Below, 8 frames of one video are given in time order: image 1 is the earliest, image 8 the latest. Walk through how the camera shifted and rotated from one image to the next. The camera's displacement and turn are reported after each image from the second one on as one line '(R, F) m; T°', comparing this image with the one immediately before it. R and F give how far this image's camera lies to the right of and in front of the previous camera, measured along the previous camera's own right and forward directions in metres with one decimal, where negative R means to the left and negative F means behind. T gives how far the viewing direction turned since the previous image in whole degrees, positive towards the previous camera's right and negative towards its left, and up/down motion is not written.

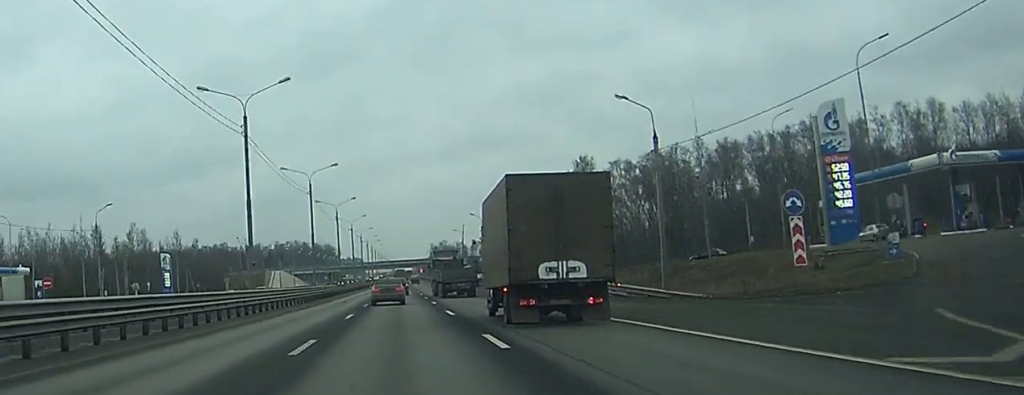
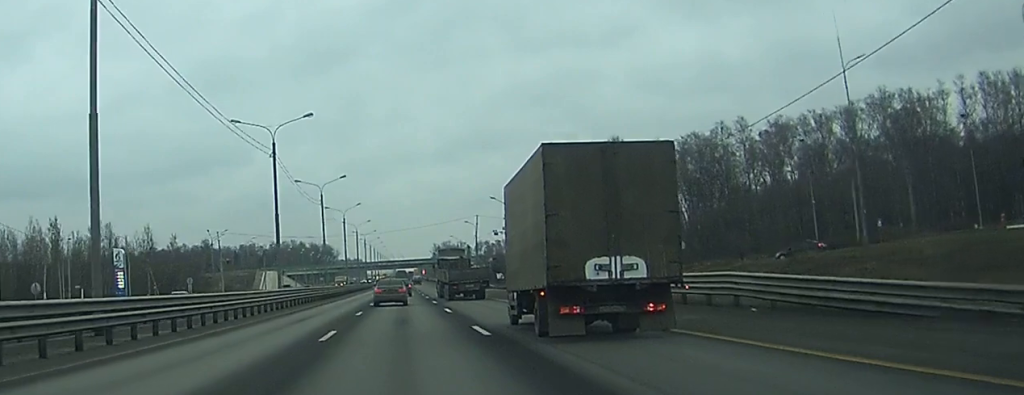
(0.0, +28.5) m; 0°
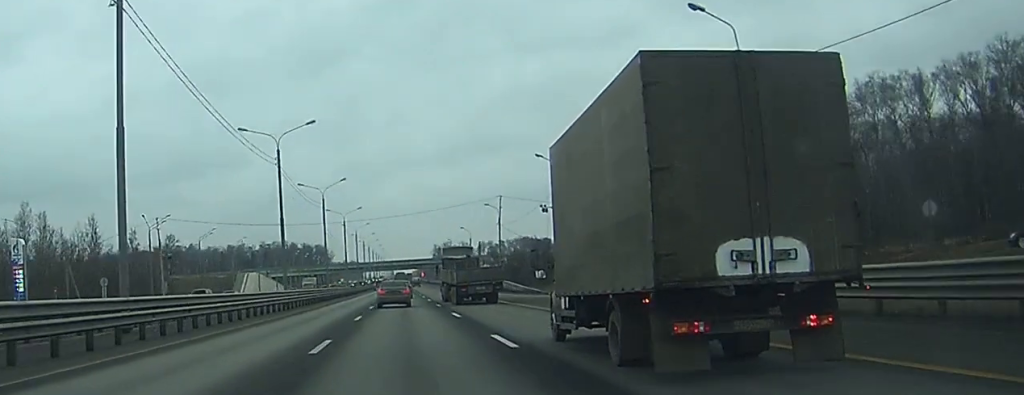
(0.0, +36.4) m; 0°
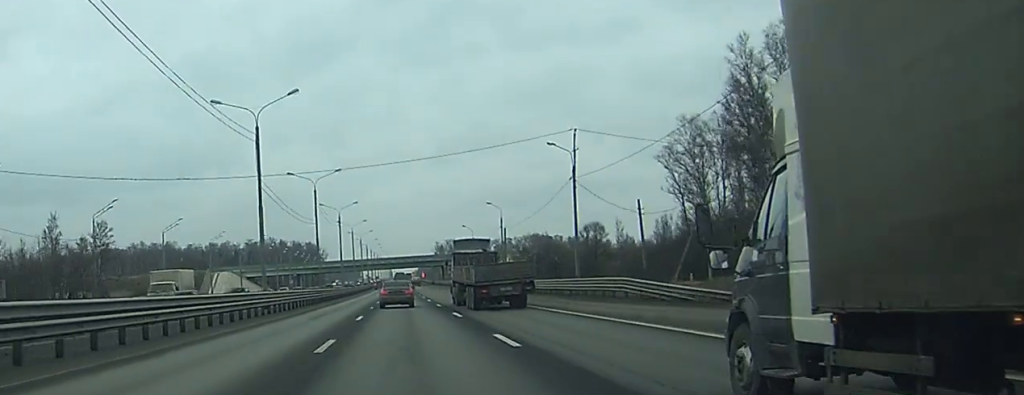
(-0.1, +48.0) m; 0°
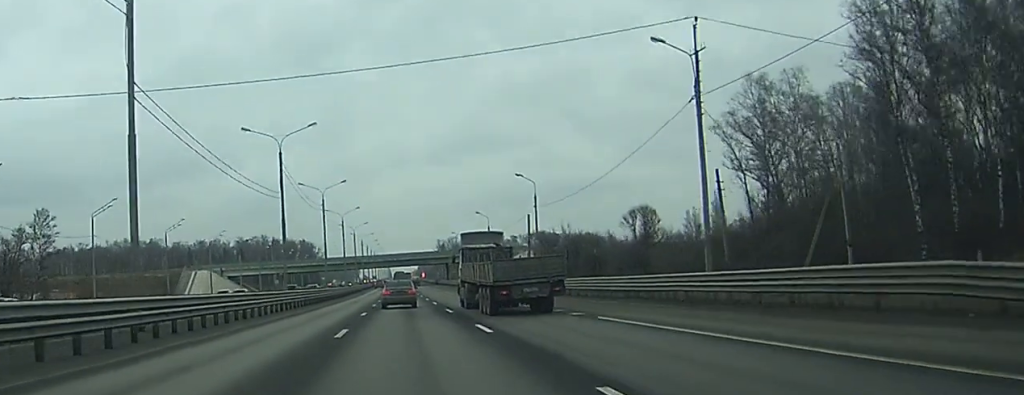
(-0.1, +27.0) m; 0°
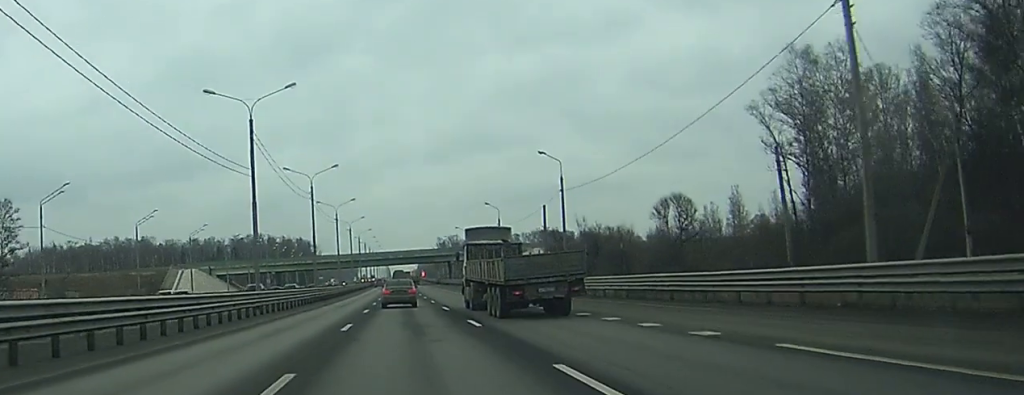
(0.0, +13.2) m; 0°
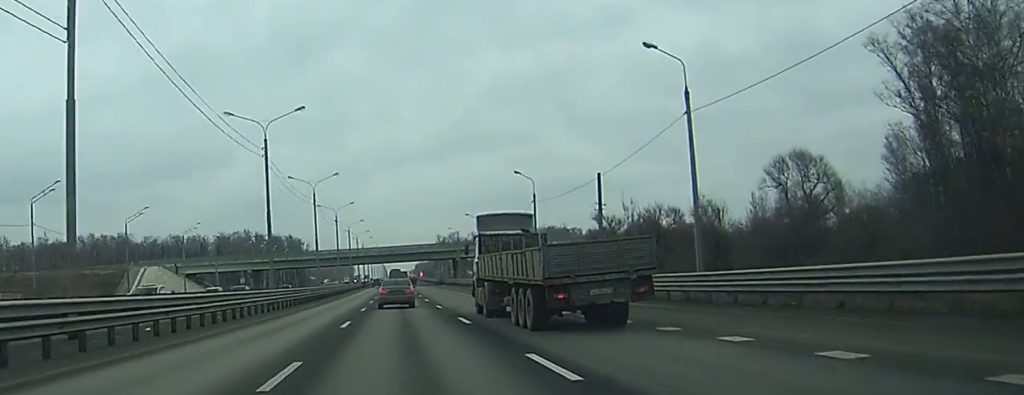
(+0.1, +30.2) m; 0°
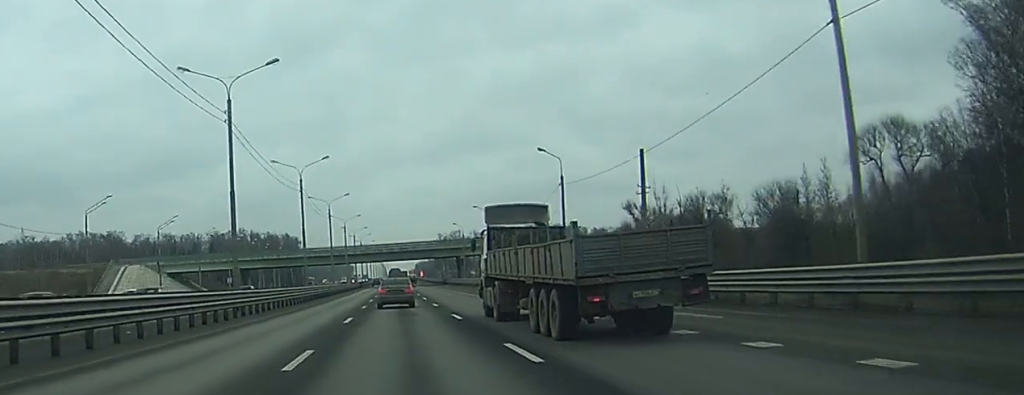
(0.0, +13.4) m; 0°
